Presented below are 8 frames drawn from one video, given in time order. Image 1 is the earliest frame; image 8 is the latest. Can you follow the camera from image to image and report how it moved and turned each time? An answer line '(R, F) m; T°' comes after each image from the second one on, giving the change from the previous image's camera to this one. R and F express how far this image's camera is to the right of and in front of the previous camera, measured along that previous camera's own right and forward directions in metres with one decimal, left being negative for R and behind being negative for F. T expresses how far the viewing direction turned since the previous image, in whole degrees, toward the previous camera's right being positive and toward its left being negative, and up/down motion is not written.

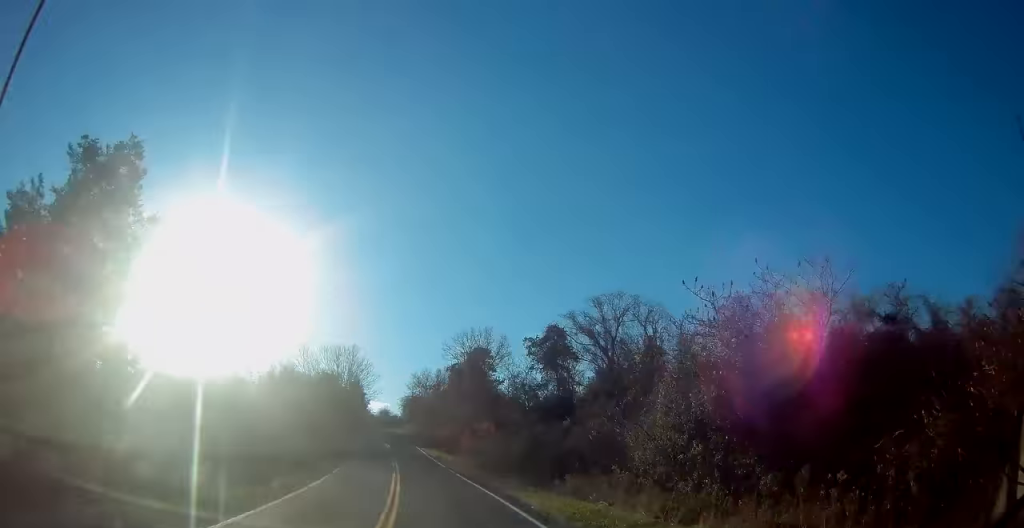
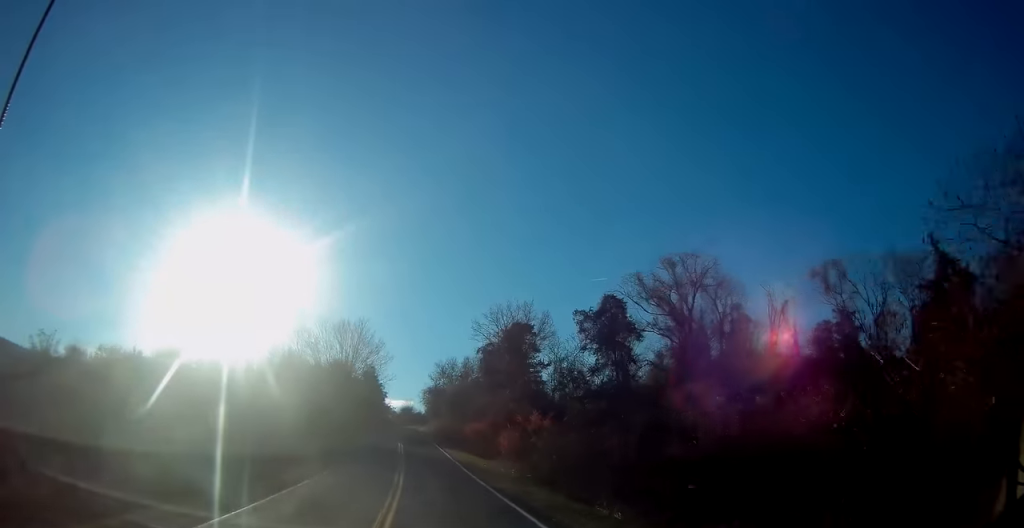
(-0.3, +14.9) m; -3°
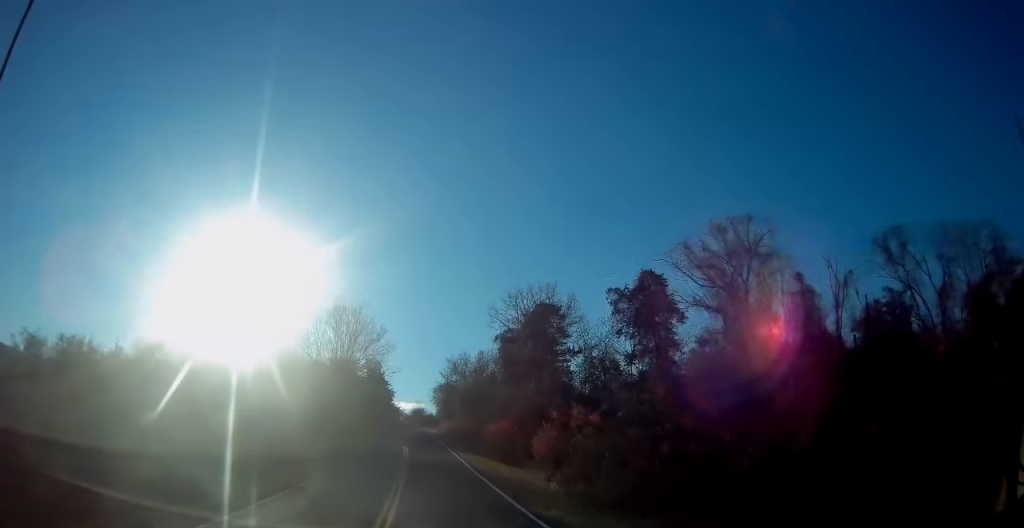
(-0.2, +8.6) m; -1°
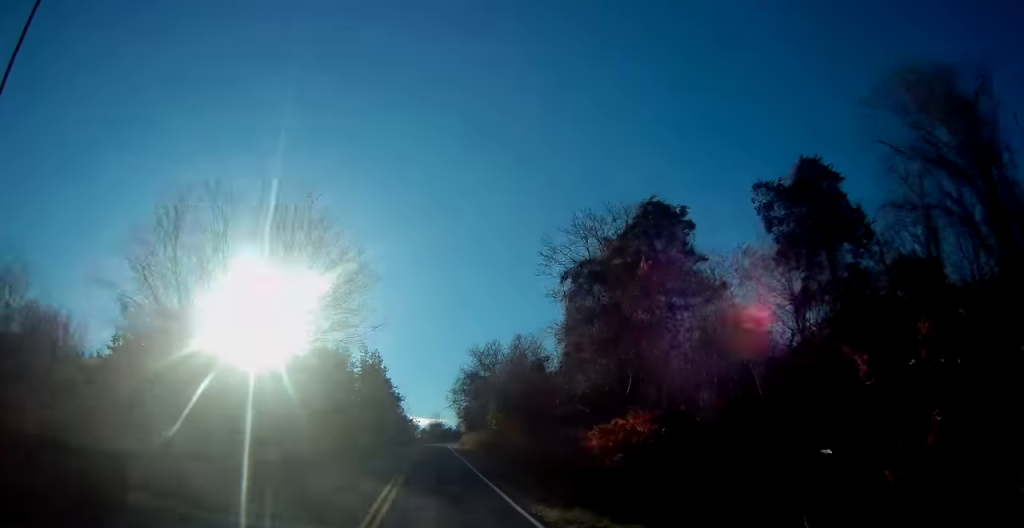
(-0.4, +24.0) m; -1°
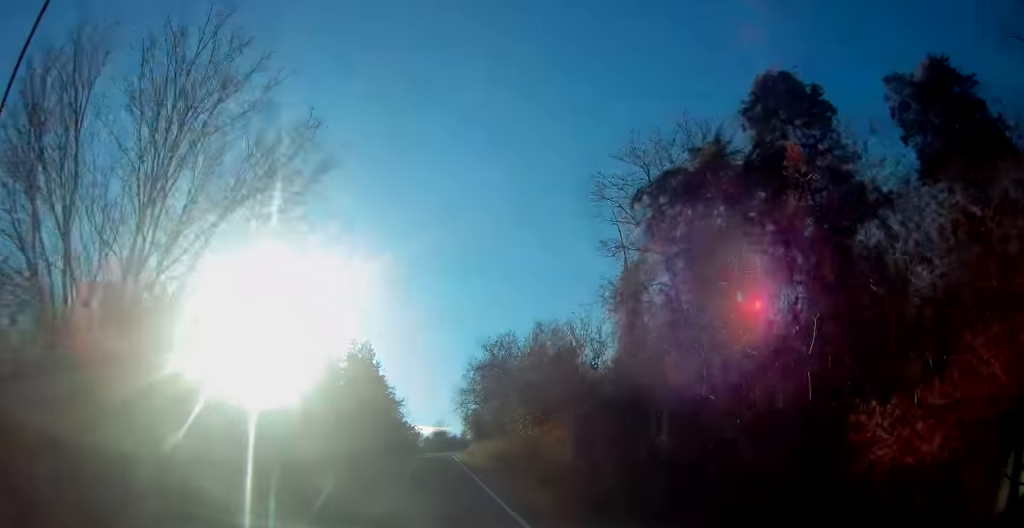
(0.0, +11.4) m; 0°
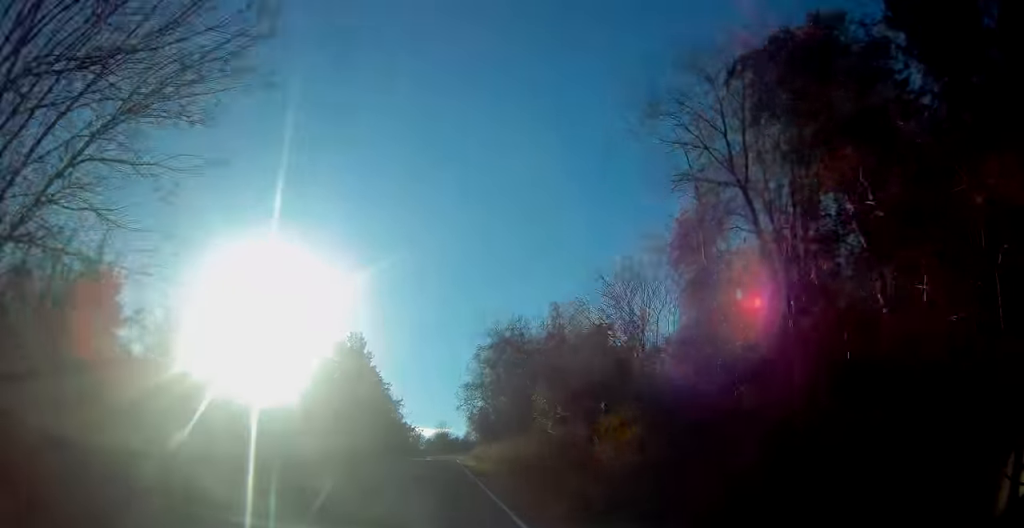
(0.0, +7.8) m; 0°
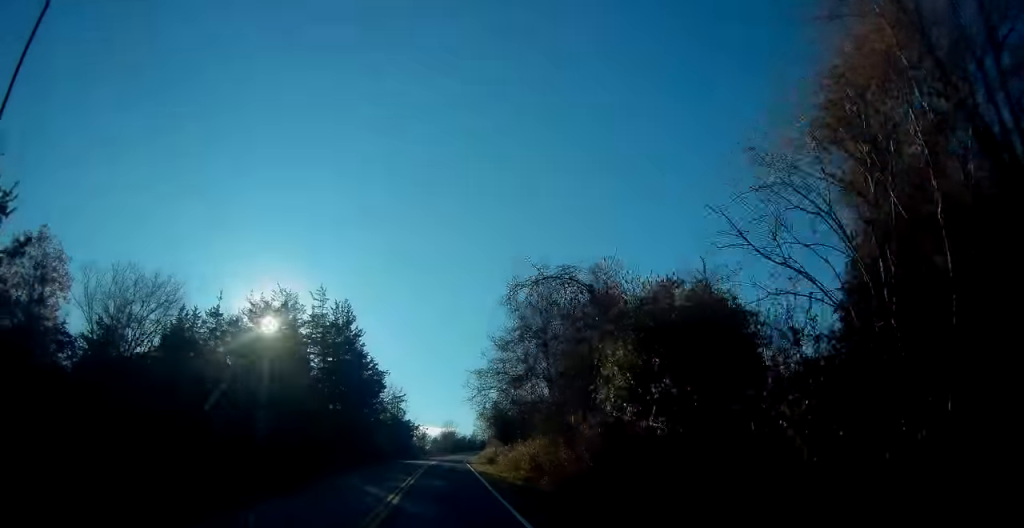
(-0.1, +10.0) m; 0°
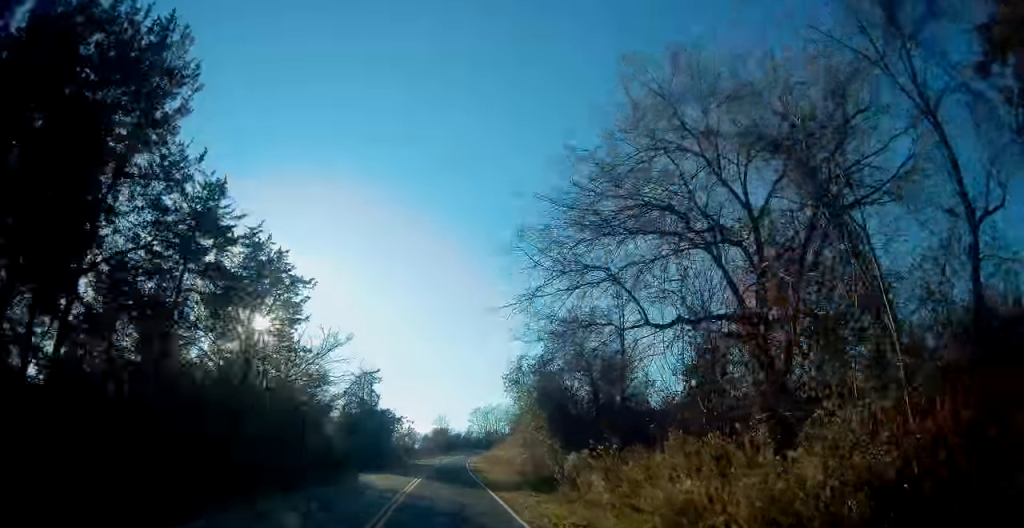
(+0.1, +28.8) m; 0°
